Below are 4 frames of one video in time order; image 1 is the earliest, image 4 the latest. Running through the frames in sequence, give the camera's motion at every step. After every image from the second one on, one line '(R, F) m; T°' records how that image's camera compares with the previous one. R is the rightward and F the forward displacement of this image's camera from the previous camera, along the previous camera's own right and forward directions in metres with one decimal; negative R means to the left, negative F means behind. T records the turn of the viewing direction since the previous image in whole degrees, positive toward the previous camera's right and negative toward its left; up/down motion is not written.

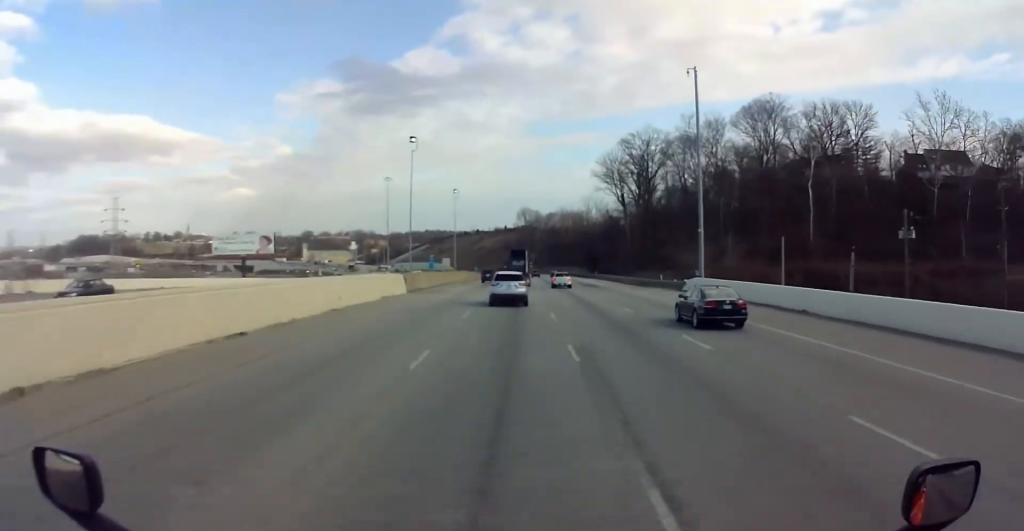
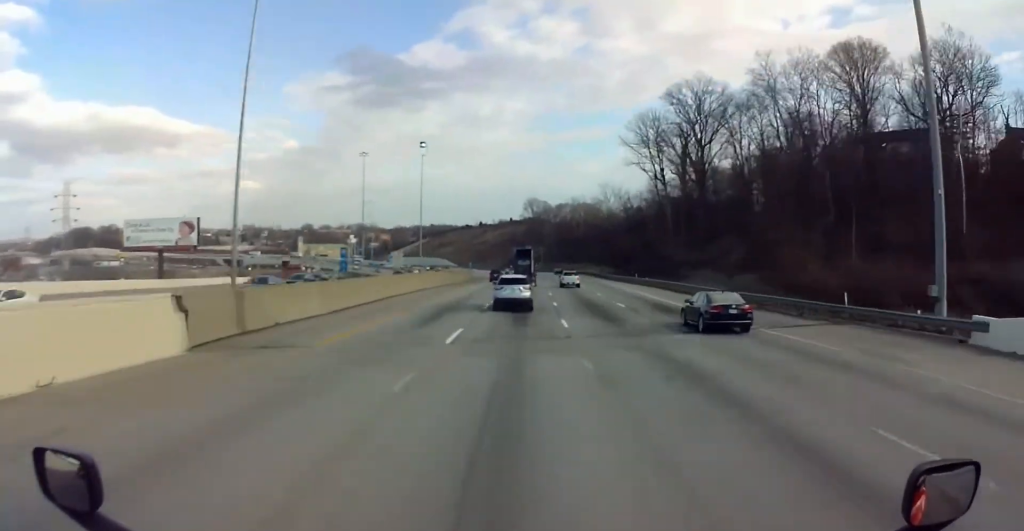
(+0.4, +36.4) m; 0°
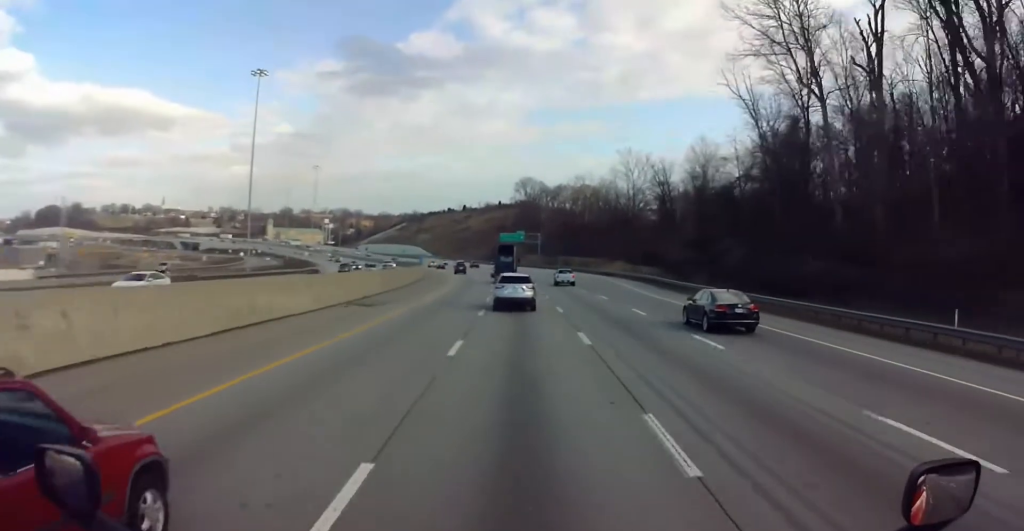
(-0.4, +65.3) m; 0°
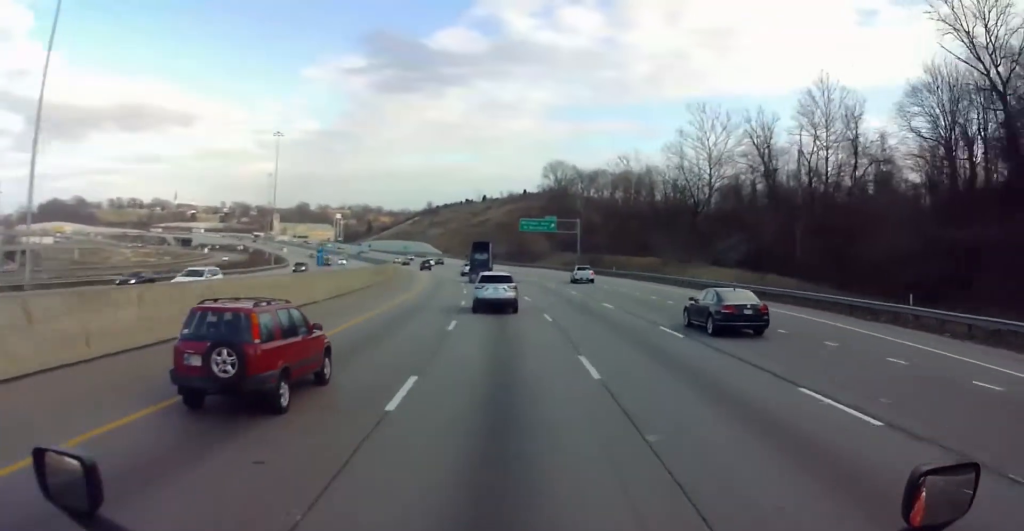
(-1.1, +53.4) m; -2°
